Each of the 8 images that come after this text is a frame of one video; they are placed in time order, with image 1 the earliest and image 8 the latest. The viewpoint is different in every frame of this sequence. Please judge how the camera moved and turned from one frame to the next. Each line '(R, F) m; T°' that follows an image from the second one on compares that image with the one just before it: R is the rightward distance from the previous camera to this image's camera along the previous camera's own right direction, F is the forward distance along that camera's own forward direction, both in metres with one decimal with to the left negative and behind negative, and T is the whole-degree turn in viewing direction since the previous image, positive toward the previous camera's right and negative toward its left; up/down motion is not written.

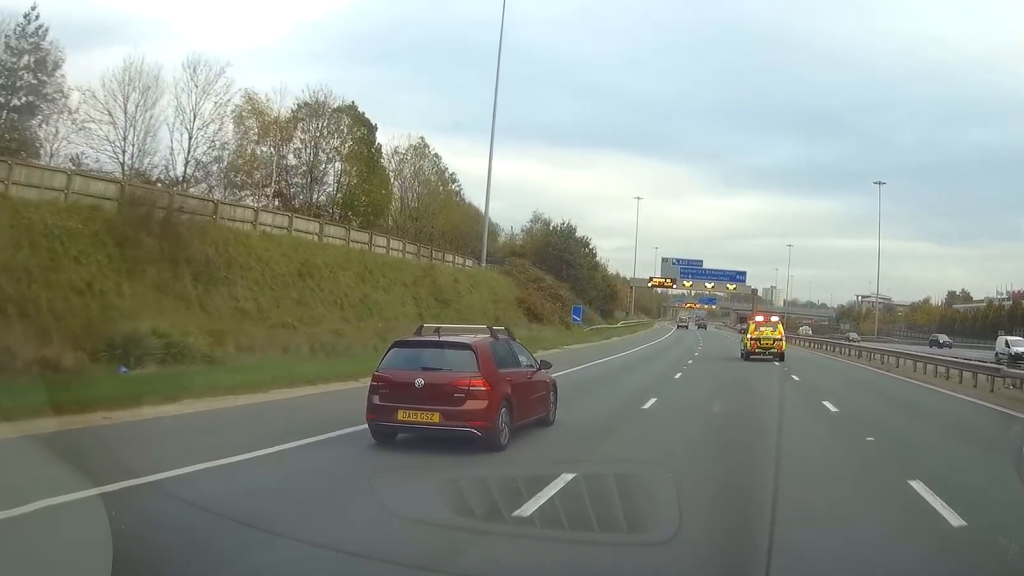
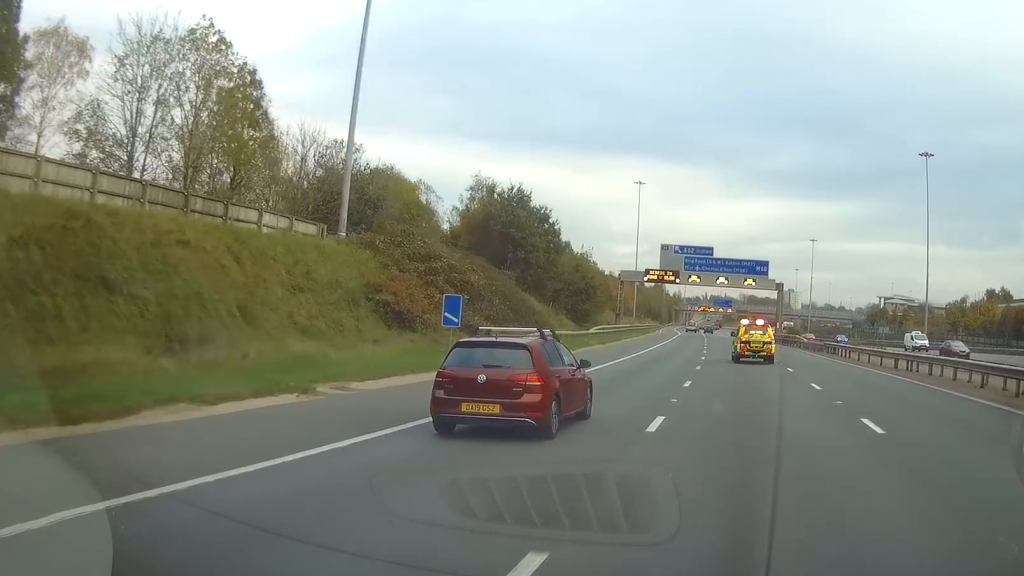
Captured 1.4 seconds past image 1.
(-0.3, +29.8) m; -2°
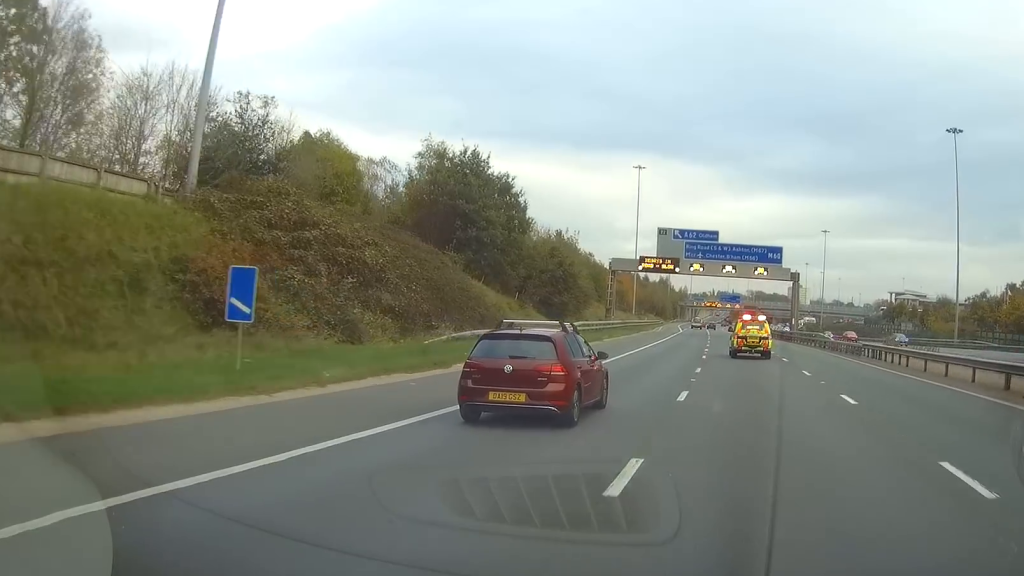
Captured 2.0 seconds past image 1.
(-0.2, +14.3) m; 0°
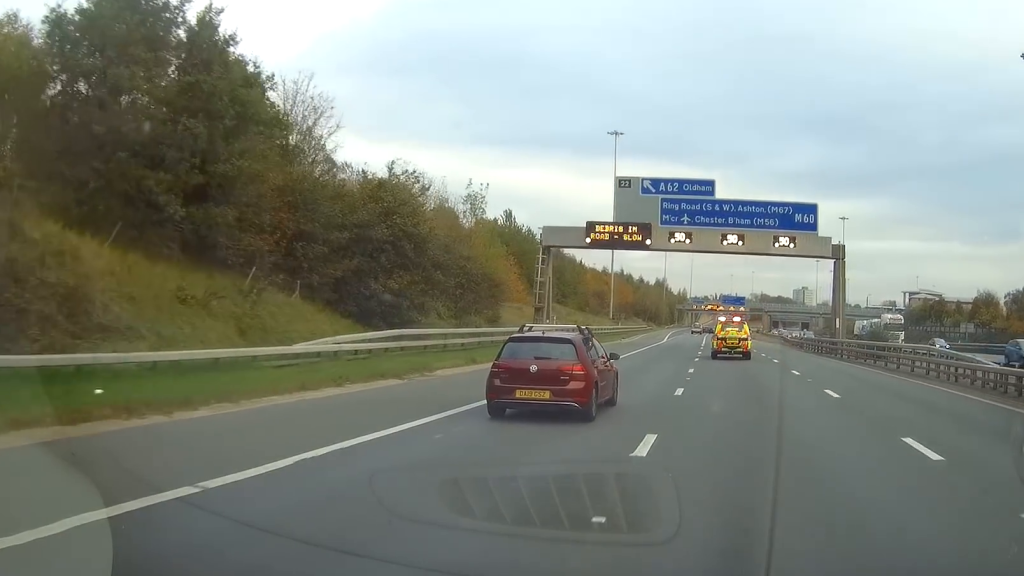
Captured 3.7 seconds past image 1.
(-0.1, +35.0) m; 0°
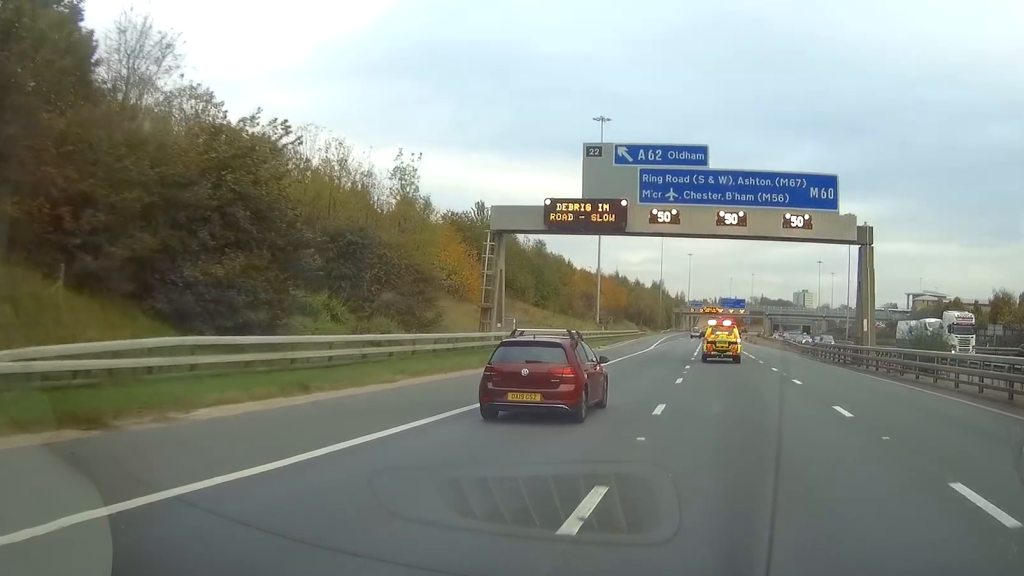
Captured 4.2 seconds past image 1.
(0.0, +12.0) m; 0°
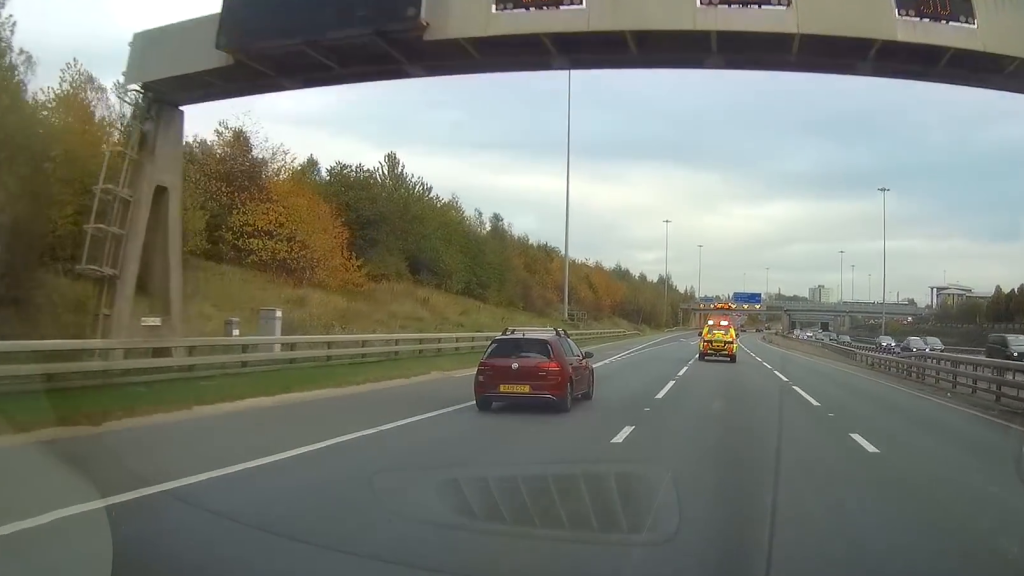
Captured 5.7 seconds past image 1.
(-0.2, +30.2) m; 0°
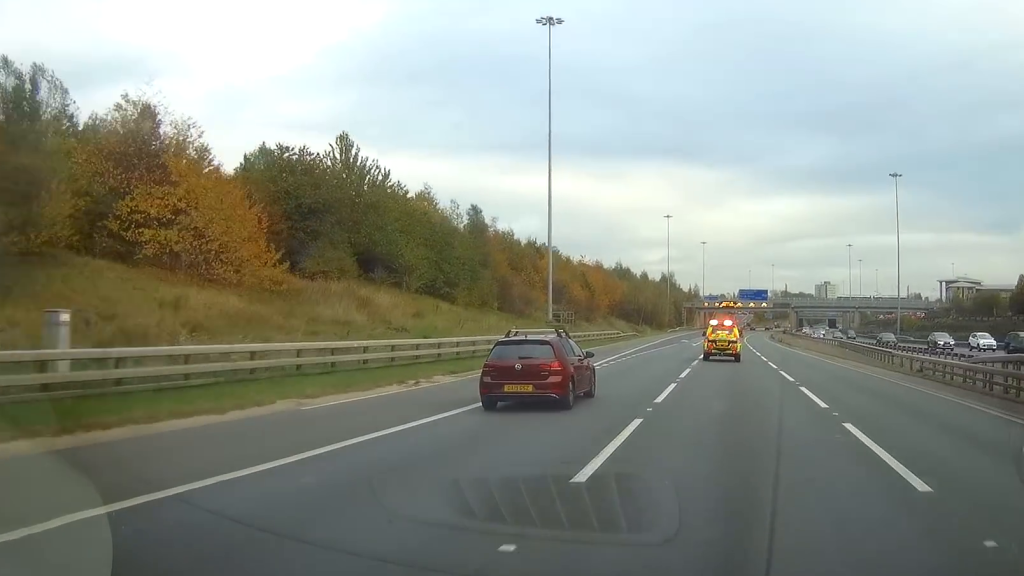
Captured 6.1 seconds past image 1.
(0.0, +9.8) m; 0°
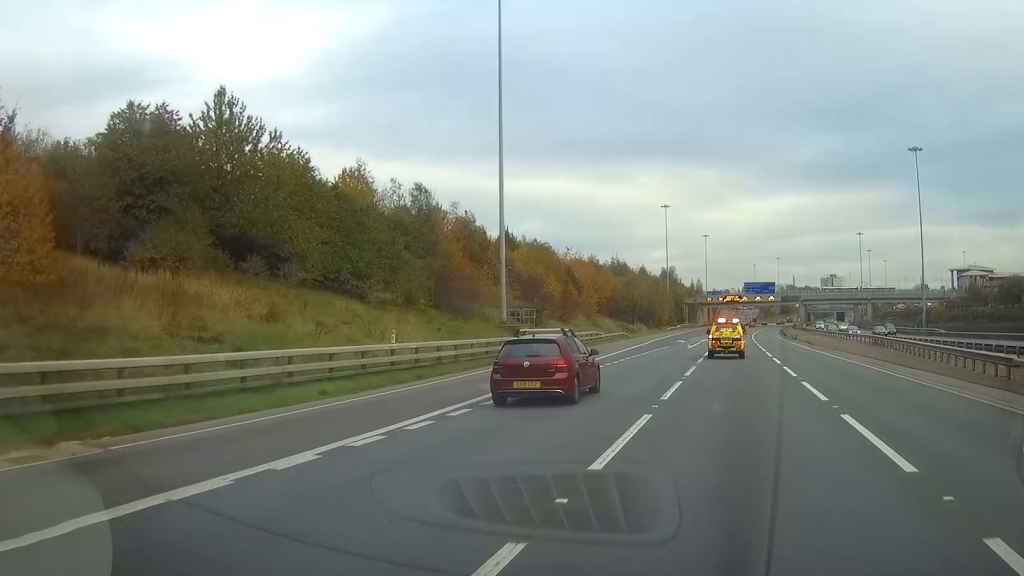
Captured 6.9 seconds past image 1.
(0.0, +16.6) m; 0°
